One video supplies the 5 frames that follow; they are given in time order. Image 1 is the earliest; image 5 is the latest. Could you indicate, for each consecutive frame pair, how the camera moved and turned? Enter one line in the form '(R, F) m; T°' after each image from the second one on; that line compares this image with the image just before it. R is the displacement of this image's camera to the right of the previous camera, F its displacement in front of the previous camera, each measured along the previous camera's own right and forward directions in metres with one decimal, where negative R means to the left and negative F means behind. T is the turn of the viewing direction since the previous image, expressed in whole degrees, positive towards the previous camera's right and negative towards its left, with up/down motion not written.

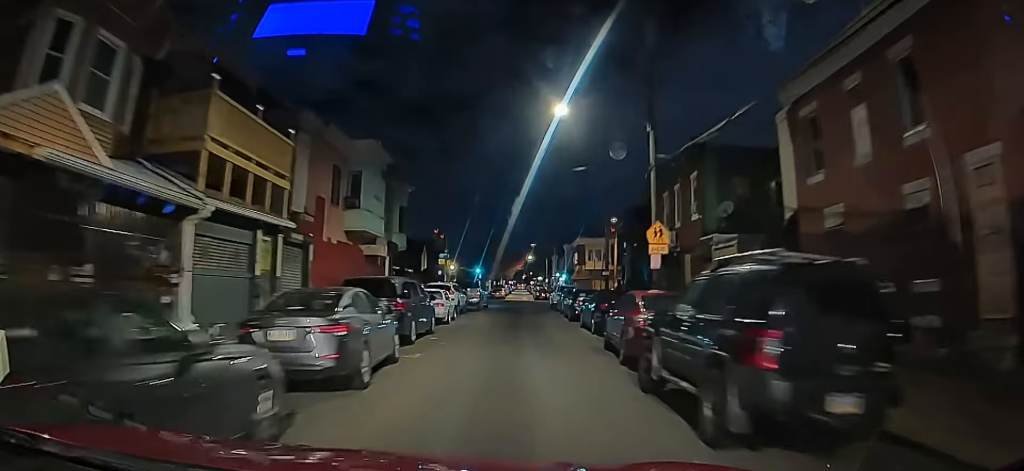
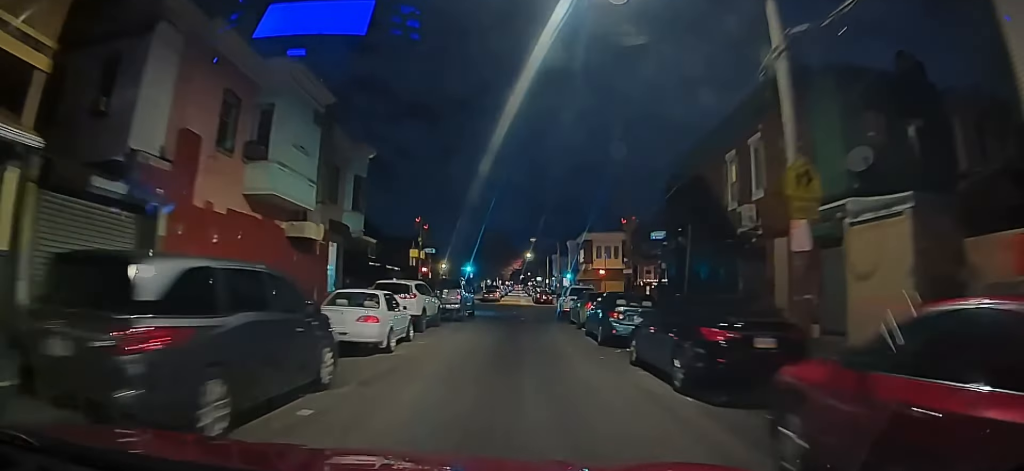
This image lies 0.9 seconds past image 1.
(+0.2, +9.6) m; +1°
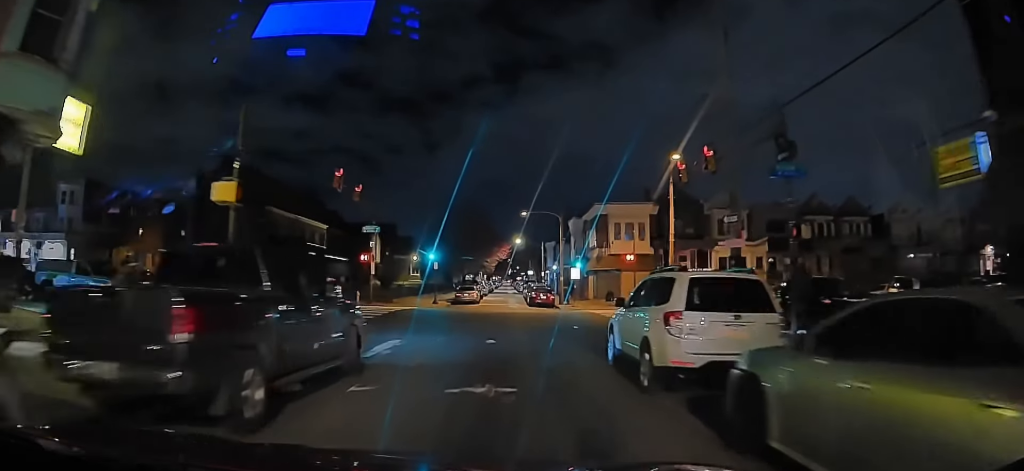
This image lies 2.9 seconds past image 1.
(-0.3, +13.4) m; -3°
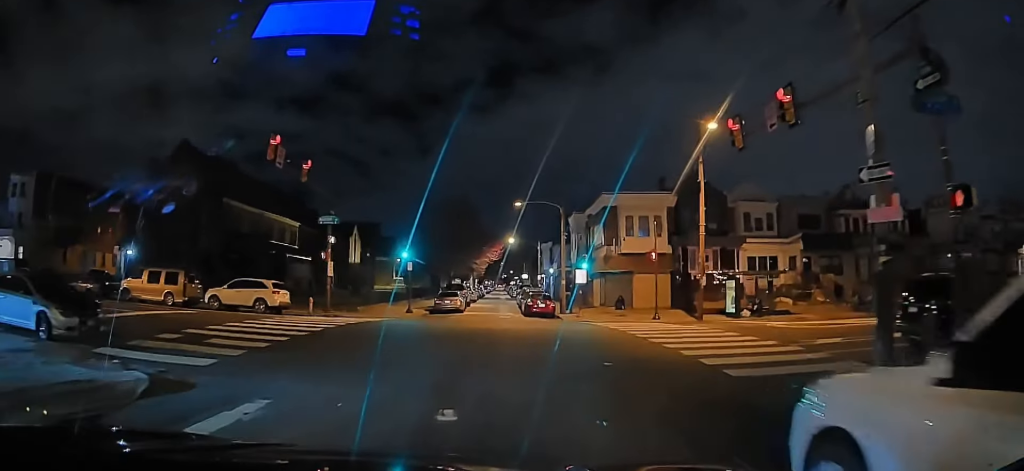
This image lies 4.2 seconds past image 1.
(0.0, +6.2) m; +6°
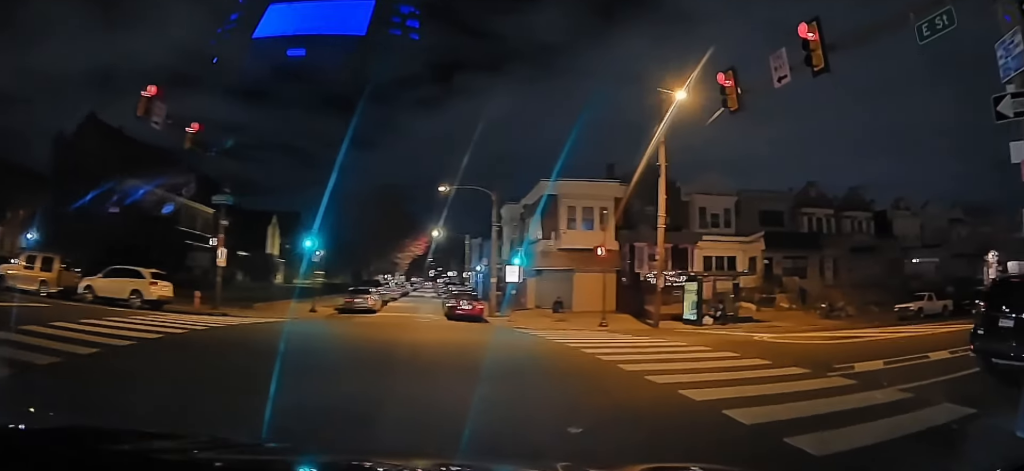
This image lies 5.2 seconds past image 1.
(+0.4, +4.2) m; +14°
